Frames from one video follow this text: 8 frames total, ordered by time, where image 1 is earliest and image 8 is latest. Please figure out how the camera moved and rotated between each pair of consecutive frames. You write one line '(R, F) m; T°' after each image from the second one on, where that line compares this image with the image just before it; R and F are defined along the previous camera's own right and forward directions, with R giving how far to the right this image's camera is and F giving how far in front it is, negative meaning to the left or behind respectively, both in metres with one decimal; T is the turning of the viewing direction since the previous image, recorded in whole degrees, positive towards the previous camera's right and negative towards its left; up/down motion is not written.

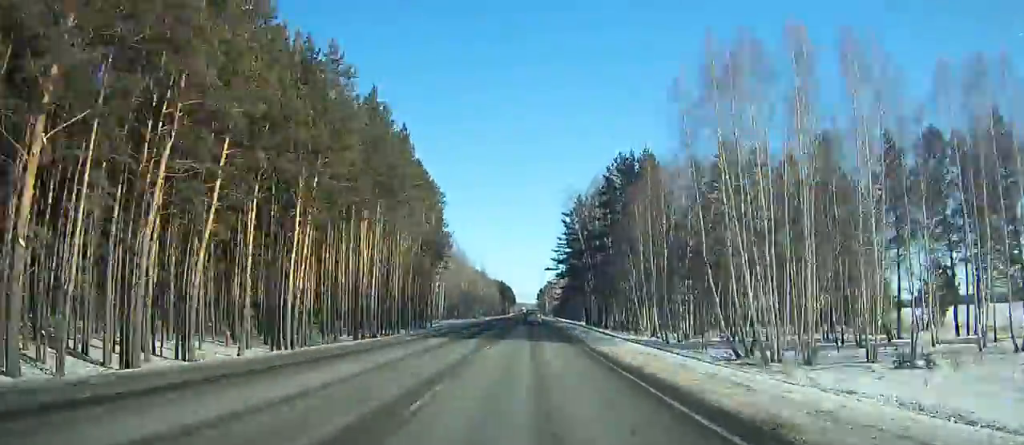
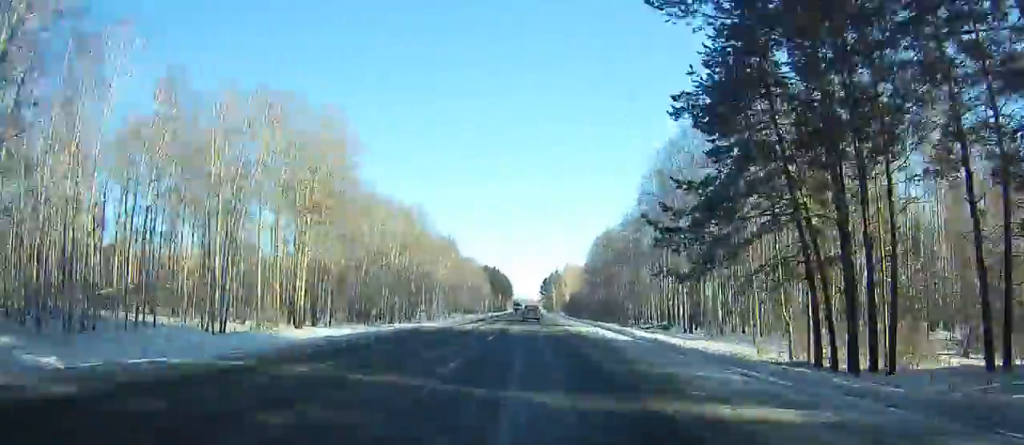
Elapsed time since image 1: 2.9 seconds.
(+0.1, +92.1) m; 0°
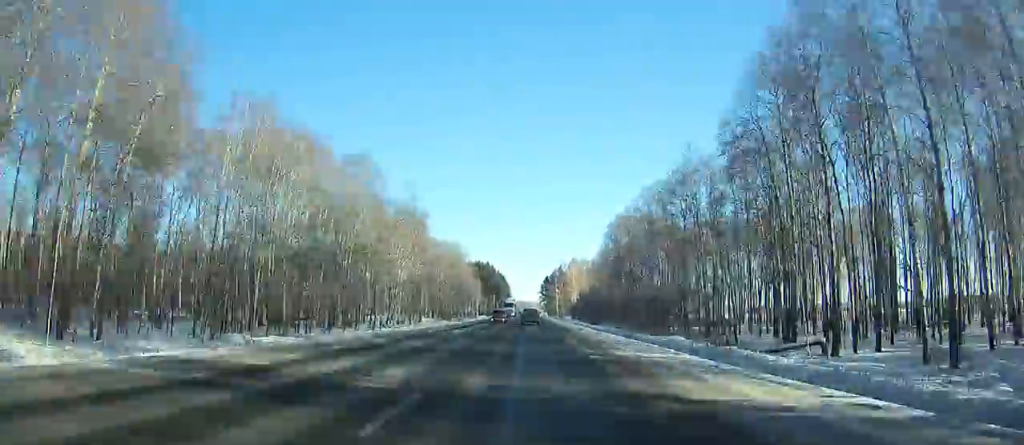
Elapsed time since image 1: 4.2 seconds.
(+0.1, +41.3) m; 0°
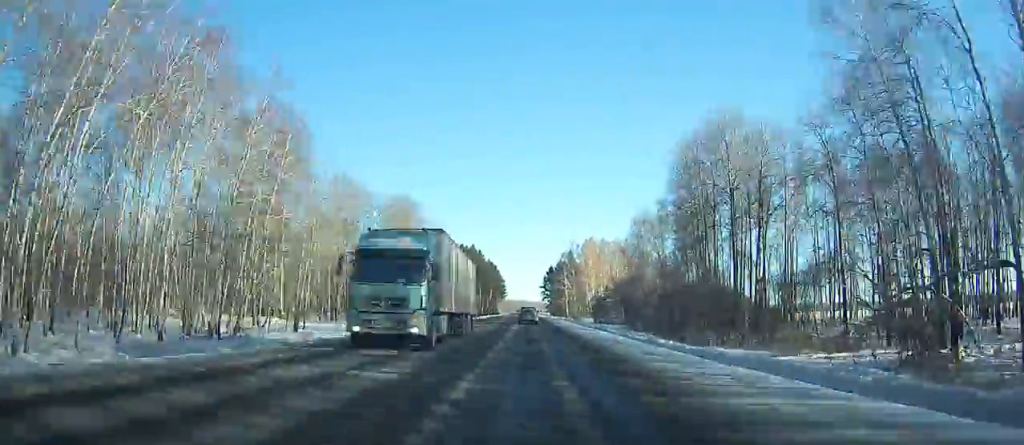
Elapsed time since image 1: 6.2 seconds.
(0.0, +62.9) m; 0°
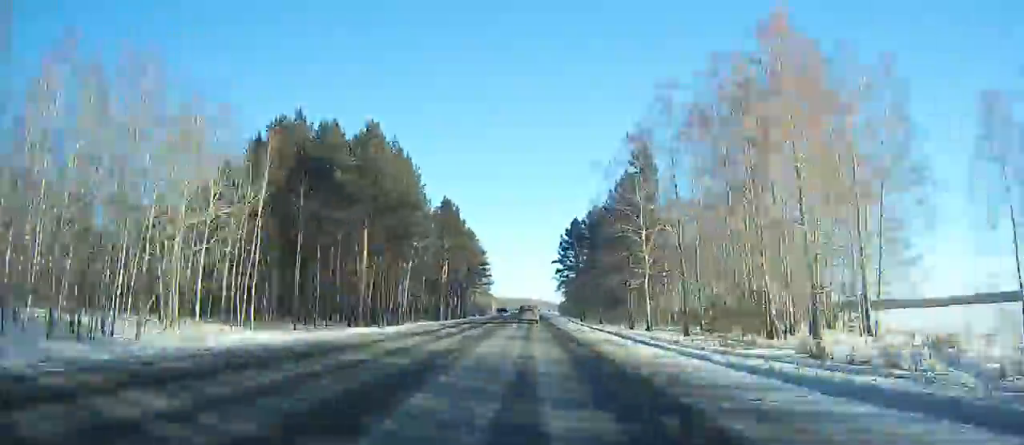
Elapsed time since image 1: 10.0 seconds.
(0.0, +118.5) m; 0°
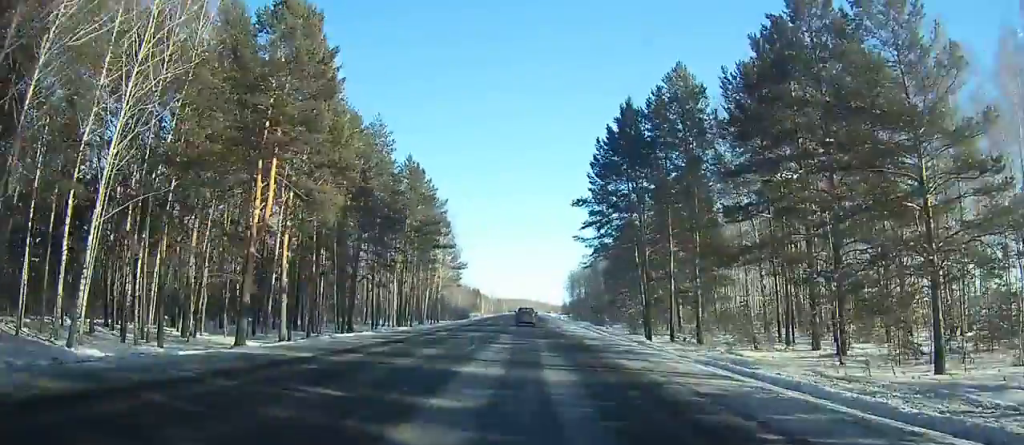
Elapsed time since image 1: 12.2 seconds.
(0.0, +67.5) m; 0°
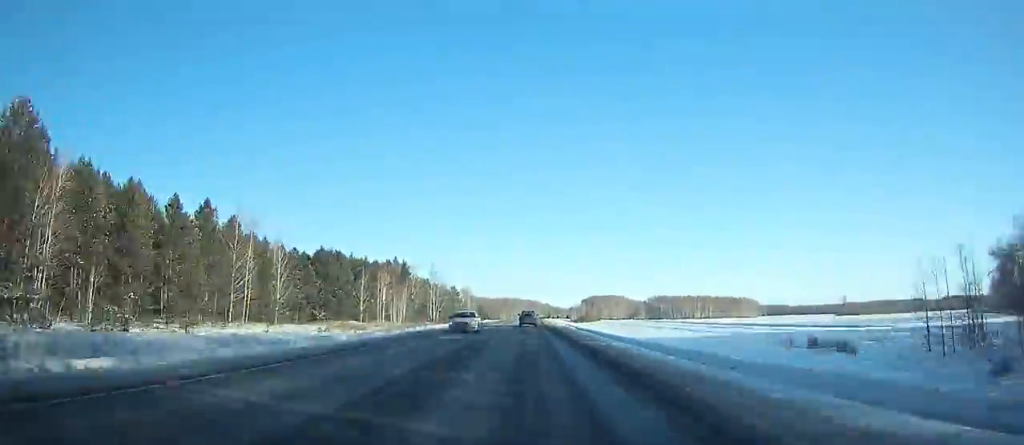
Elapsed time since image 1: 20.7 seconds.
(+0.4, +255.2) m; 0°
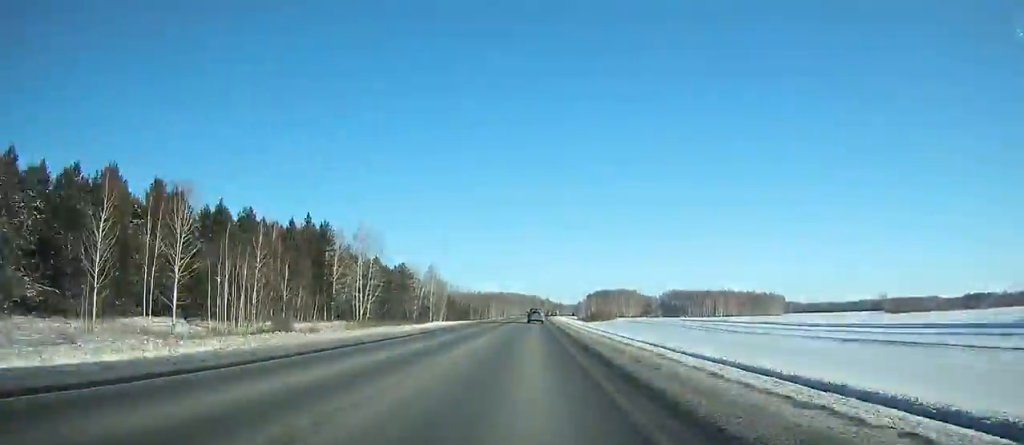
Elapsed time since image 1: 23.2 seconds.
(+0.1, +74.3) m; 0°
